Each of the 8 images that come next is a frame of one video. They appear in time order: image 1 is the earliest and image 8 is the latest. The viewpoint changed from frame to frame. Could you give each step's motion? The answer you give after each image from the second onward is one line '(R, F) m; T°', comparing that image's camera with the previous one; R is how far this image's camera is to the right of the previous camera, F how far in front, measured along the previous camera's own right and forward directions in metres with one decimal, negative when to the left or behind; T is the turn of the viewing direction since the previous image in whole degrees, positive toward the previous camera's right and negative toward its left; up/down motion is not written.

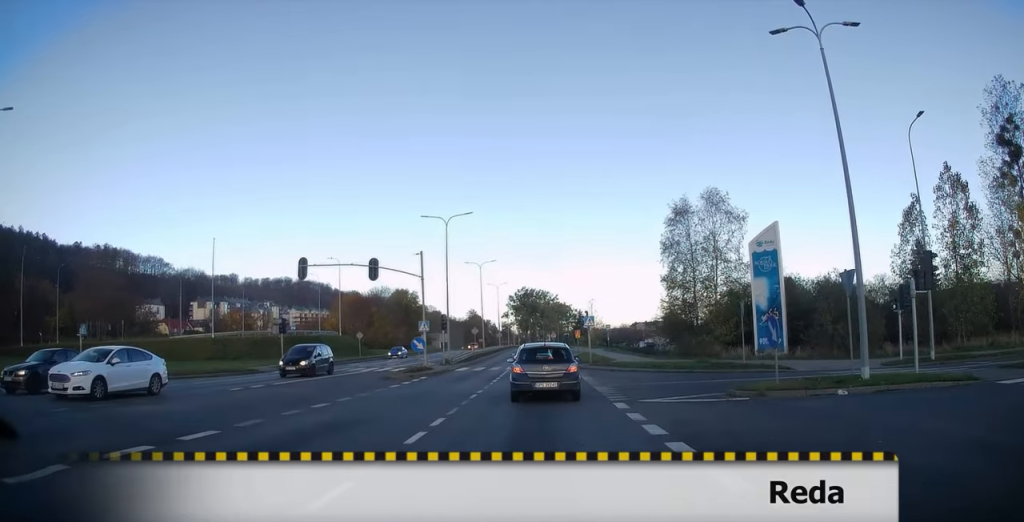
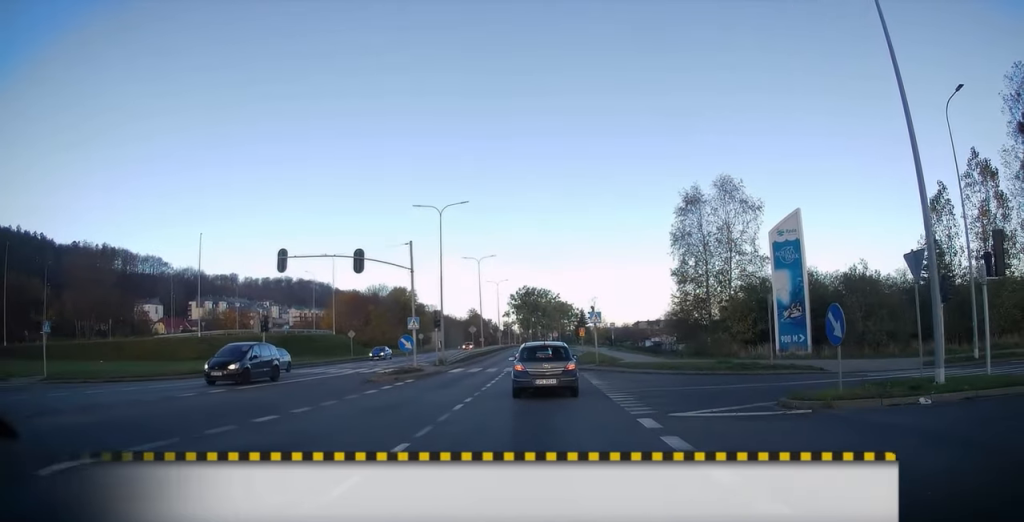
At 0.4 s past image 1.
(-0.2, +3.0) m; 0°
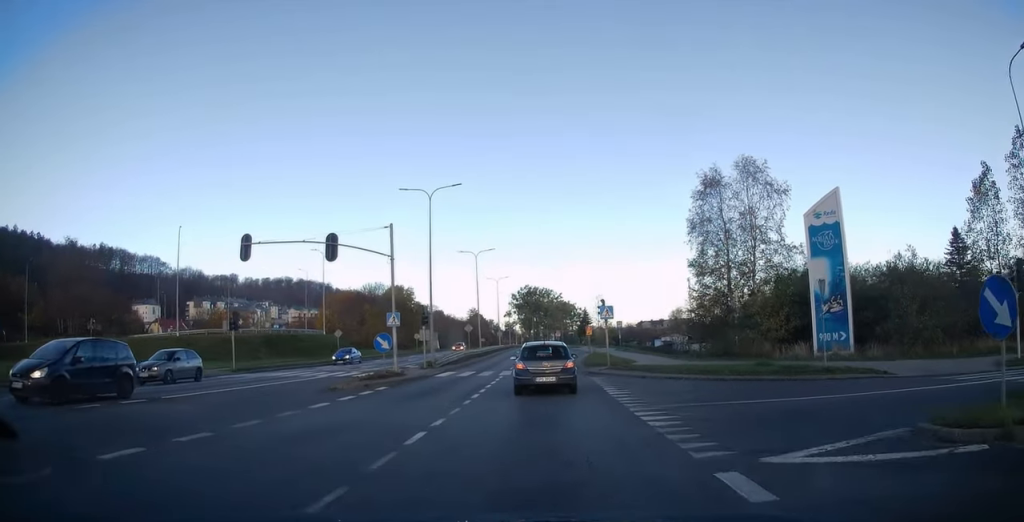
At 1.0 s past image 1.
(+0.2, +4.7) m; +1°
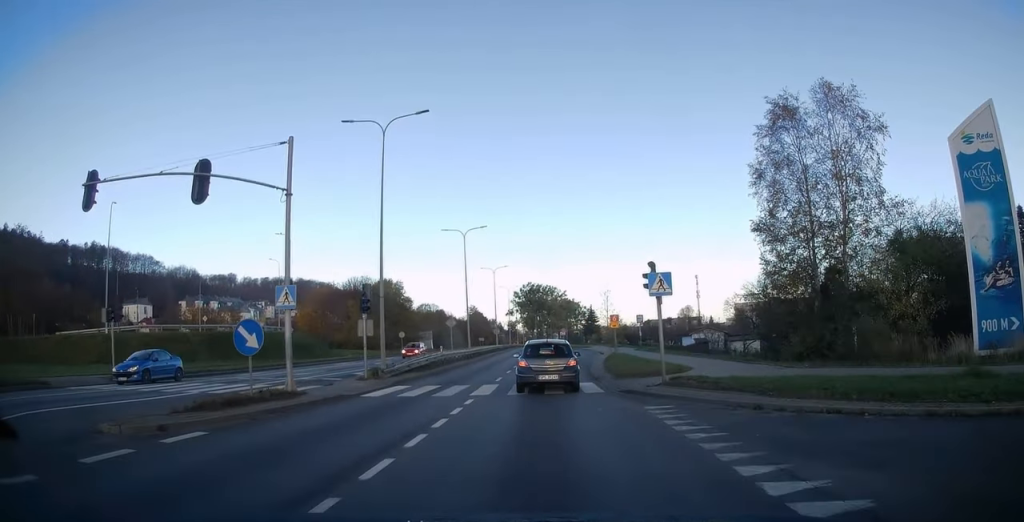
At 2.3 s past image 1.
(+0.1, +11.5) m; -1°
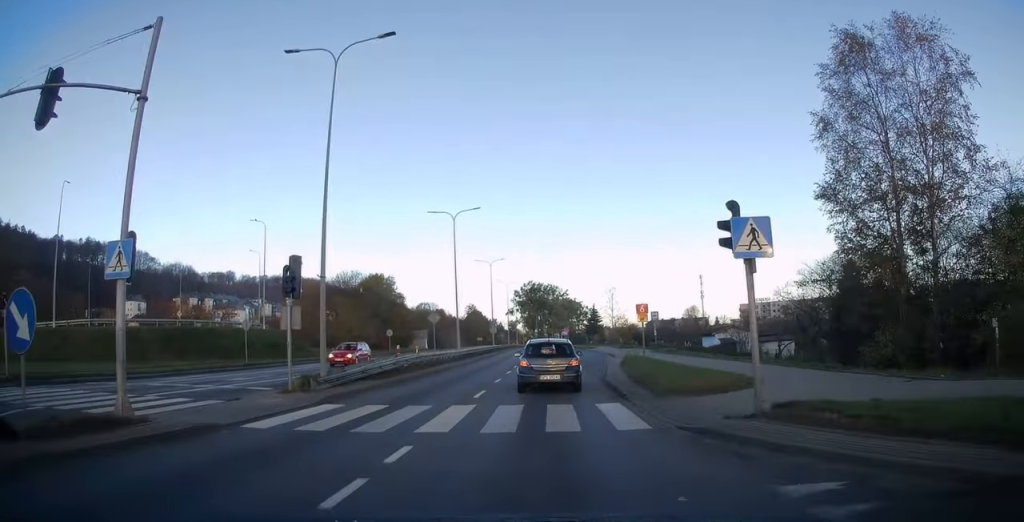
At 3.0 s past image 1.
(-0.1, +6.9) m; 0°
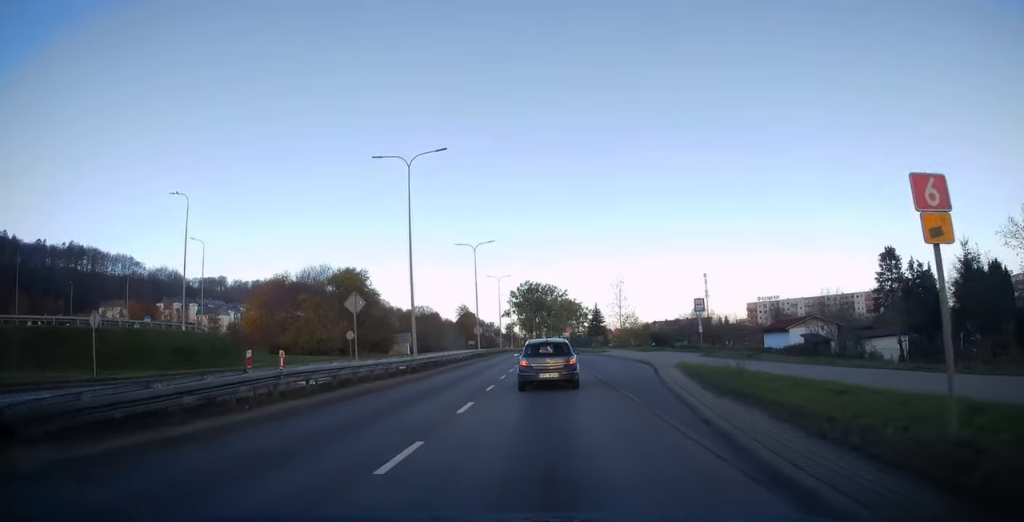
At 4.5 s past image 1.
(+0.2, +14.9) m; +1°
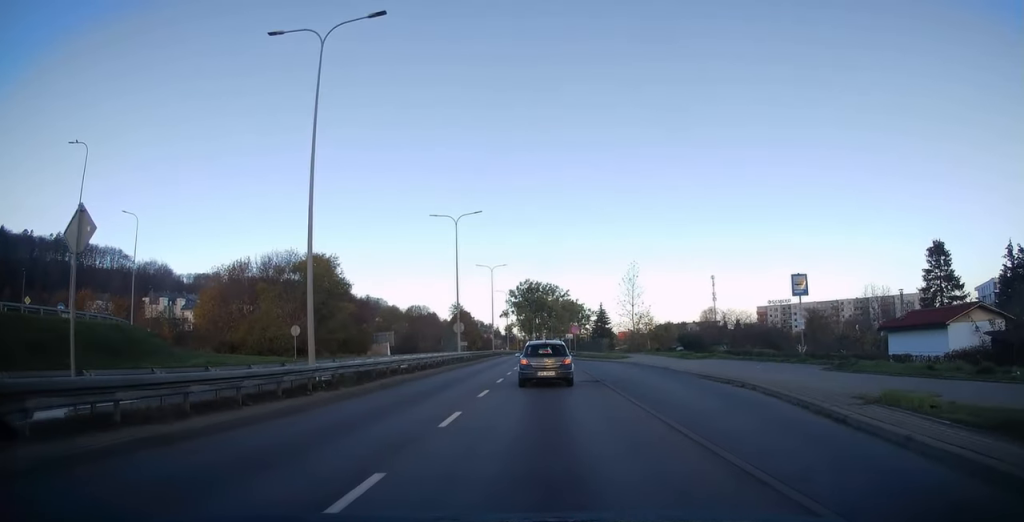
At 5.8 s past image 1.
(-0.1, +13.9) m; -1°
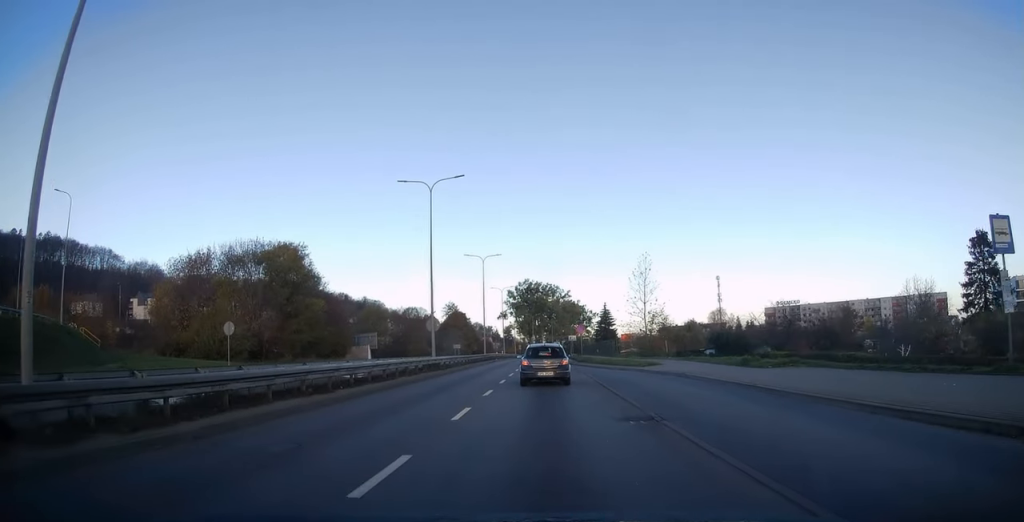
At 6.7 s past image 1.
(0.0, +10.5) m; +1°
